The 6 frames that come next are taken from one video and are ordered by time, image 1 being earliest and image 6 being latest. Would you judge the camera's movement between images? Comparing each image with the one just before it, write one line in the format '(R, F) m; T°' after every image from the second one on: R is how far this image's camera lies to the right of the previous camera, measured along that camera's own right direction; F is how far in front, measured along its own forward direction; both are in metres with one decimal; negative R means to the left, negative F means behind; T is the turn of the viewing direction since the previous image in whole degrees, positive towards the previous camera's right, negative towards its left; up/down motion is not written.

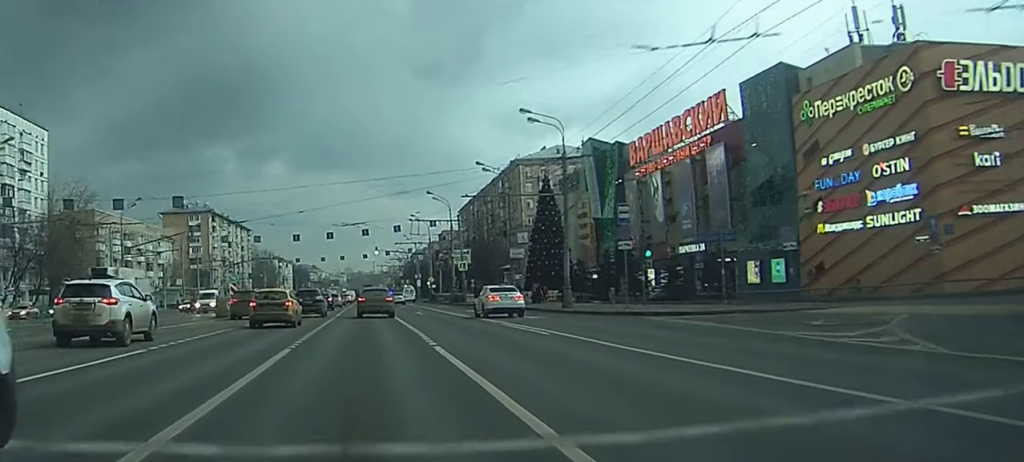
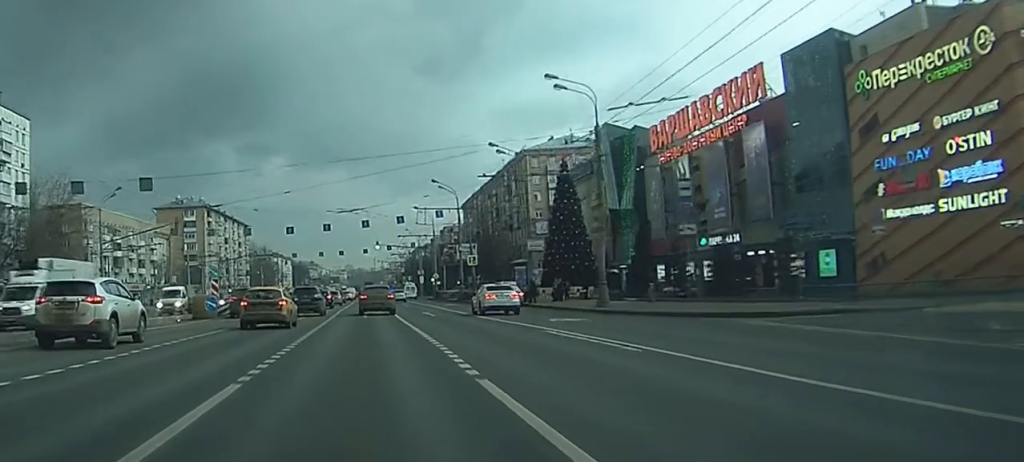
(0.0, +7.6) m; 0°
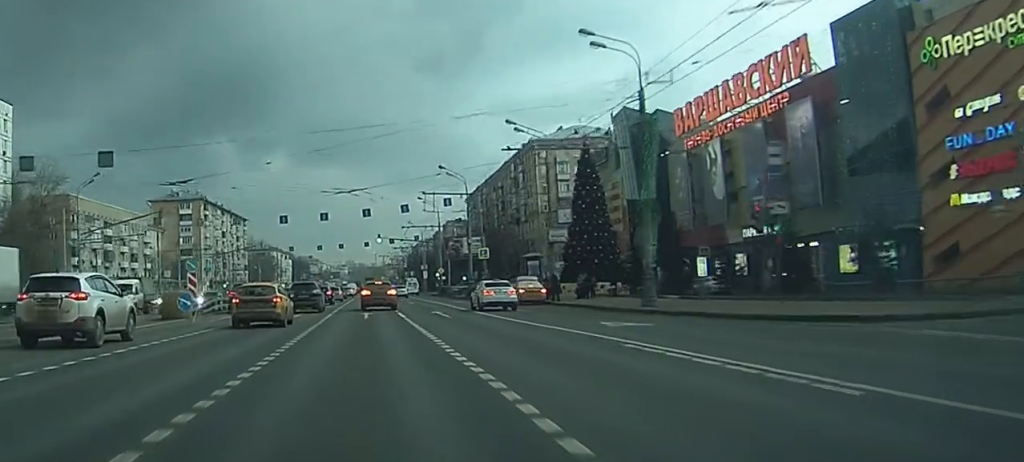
(0.0, +7.2) m; 0°
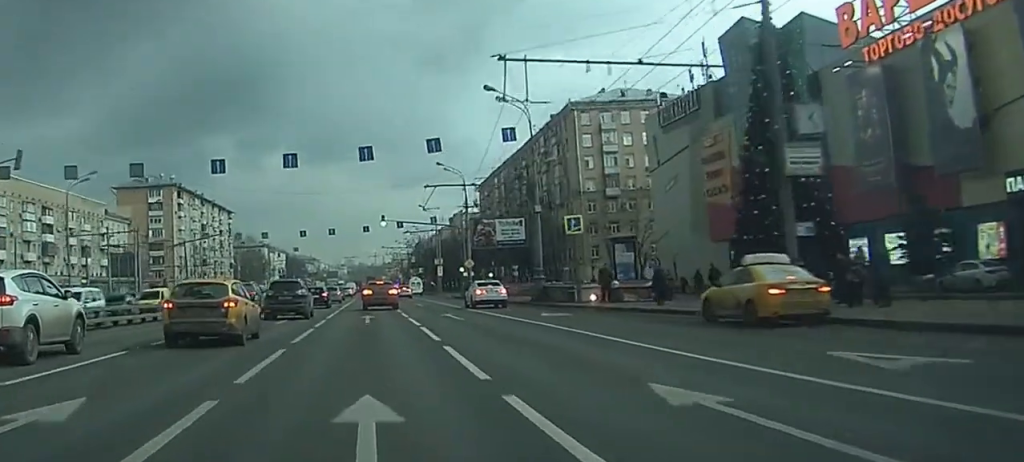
(0.0, +32.5) m; 0°
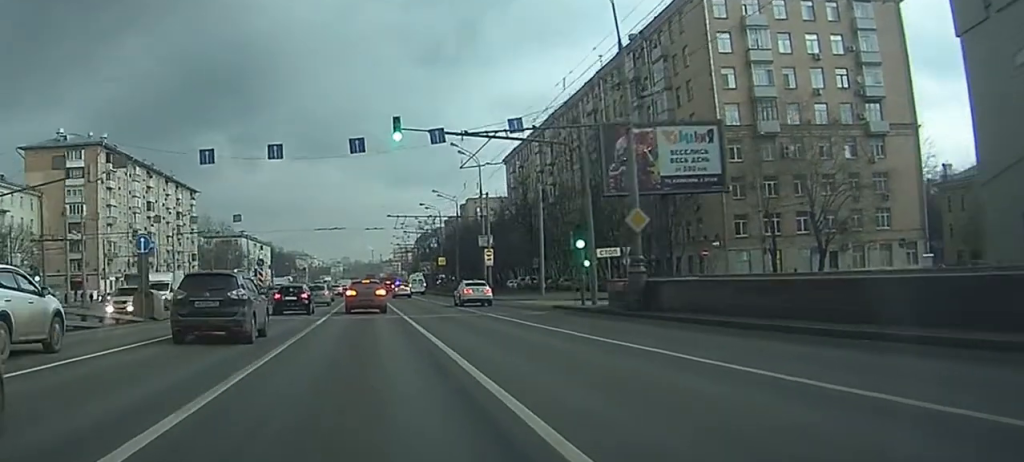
(+0.5, +54.7) m; +1°
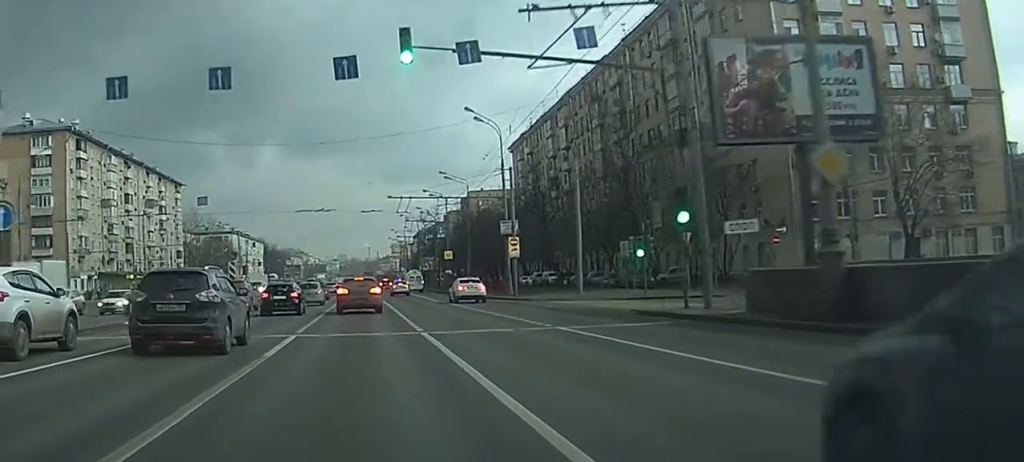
(0.0, +14.0) m; 0°
